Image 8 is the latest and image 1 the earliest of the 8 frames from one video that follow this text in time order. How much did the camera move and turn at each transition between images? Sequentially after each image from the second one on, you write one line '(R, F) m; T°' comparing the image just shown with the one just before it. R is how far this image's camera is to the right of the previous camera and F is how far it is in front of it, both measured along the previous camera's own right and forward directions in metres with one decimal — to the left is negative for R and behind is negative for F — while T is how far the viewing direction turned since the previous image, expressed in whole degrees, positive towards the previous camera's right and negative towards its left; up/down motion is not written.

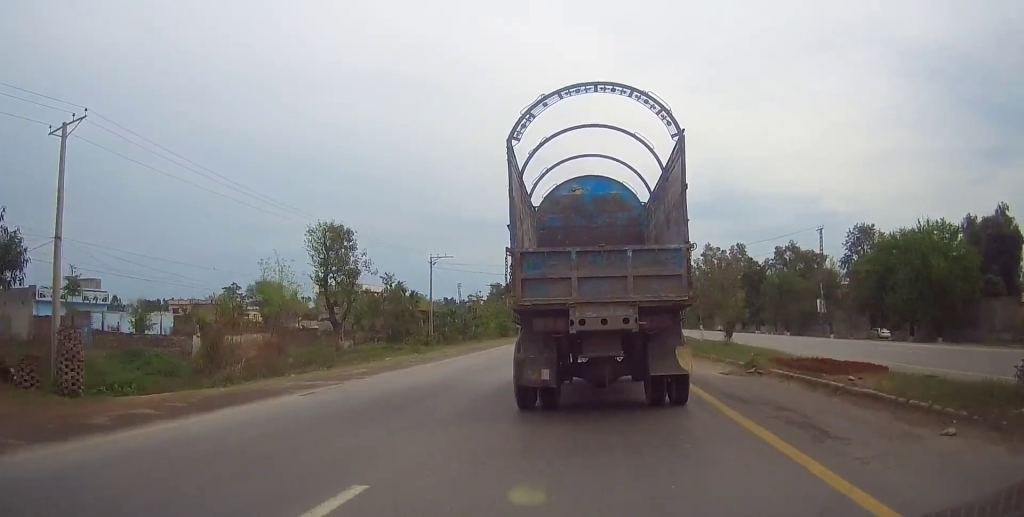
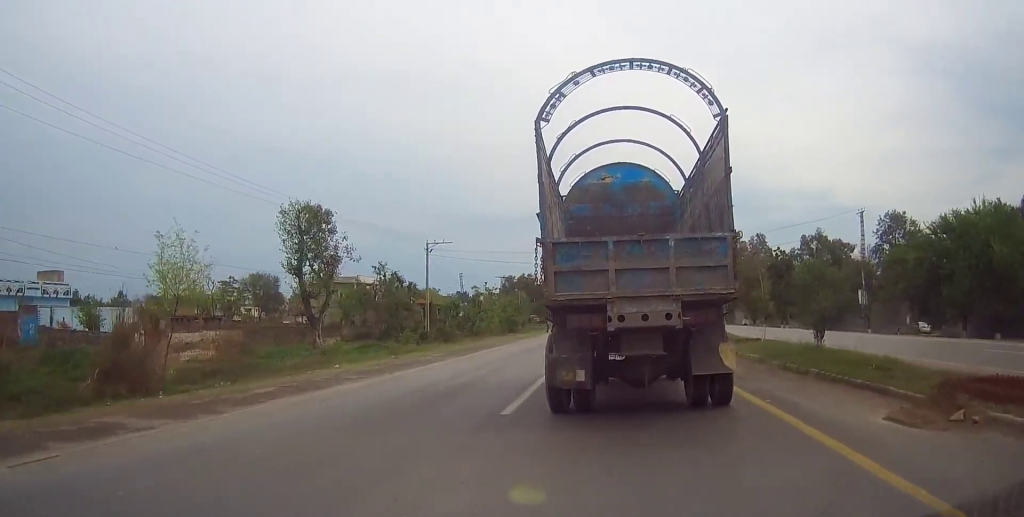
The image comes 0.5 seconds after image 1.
(+0.2, +7.9) m; 0°
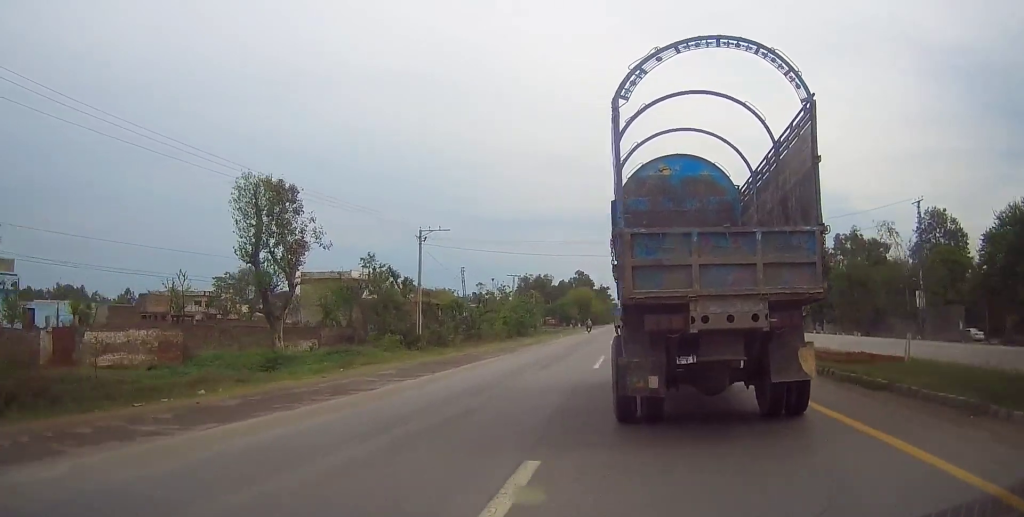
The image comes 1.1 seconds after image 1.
(-0.3, +9.2) m; -1°
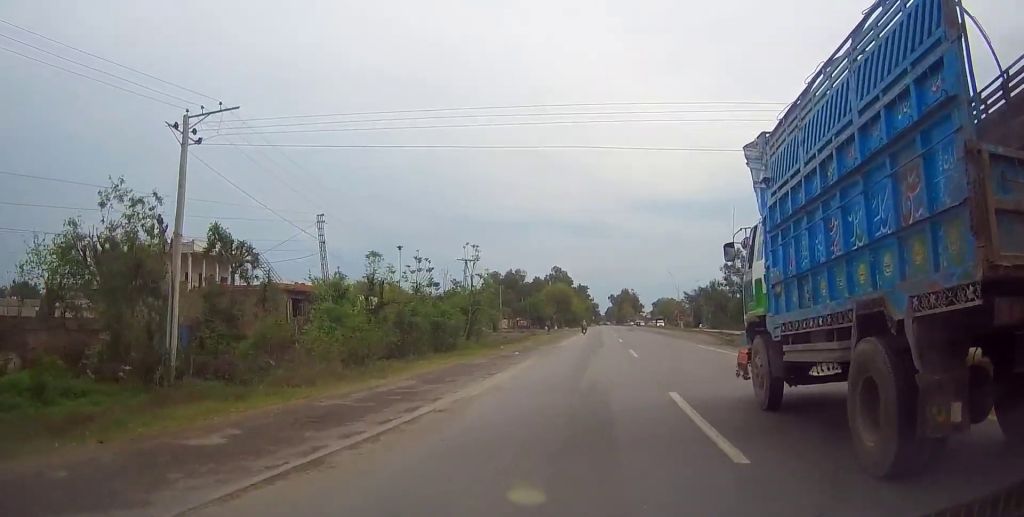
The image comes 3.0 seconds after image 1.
(+0.1, +30.9) m; +2°
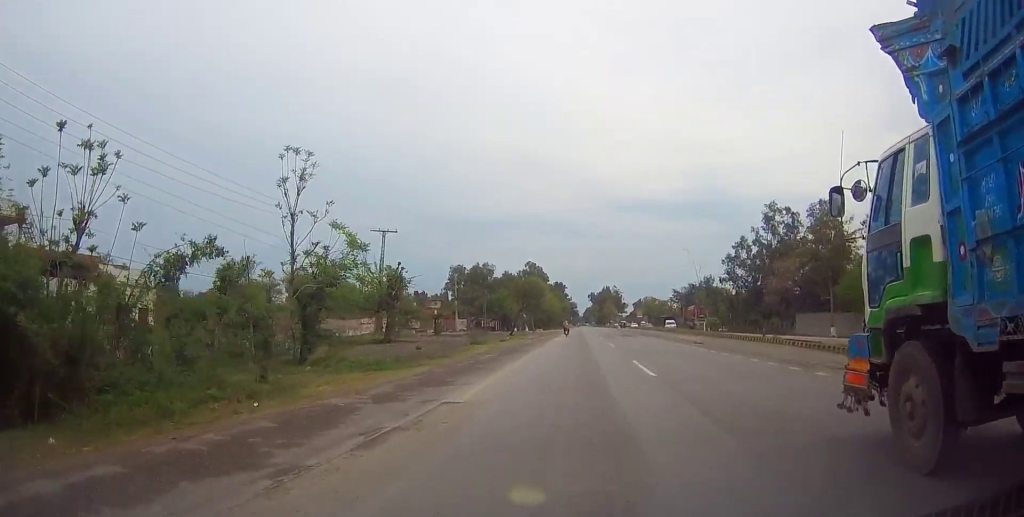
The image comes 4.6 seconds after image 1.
(+0.6, +27.0) m; +2°
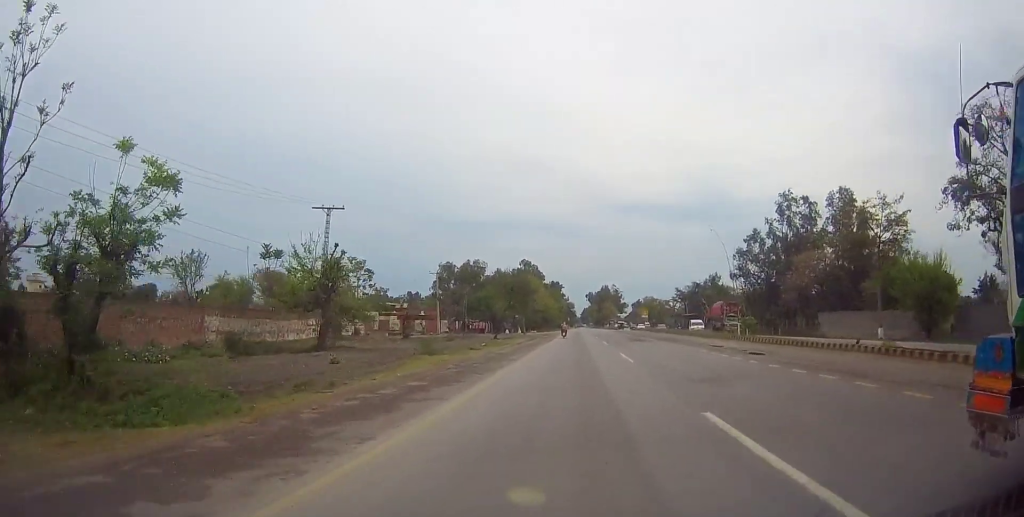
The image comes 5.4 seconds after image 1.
(+0.3, +12.5) m; 0°
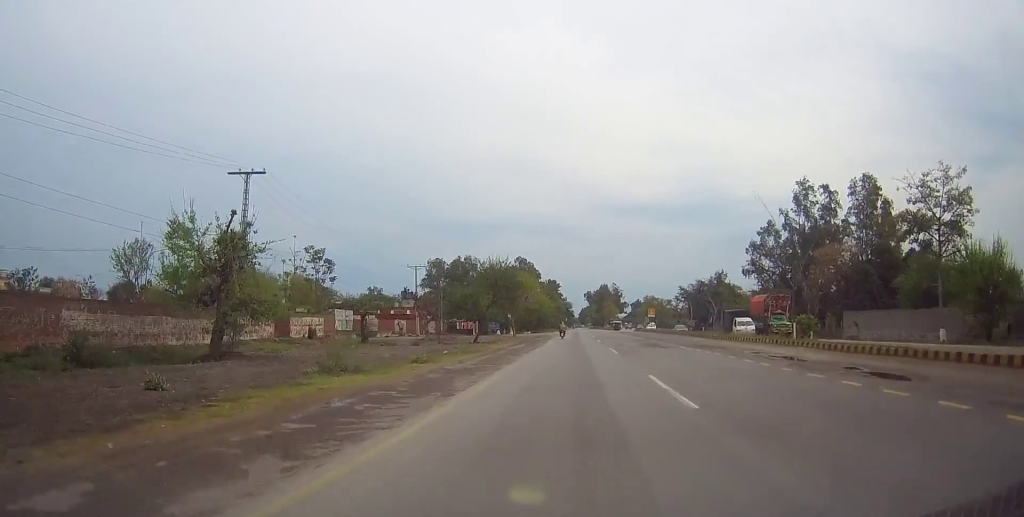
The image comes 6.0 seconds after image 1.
(-0.2, +11.3) m; 0°
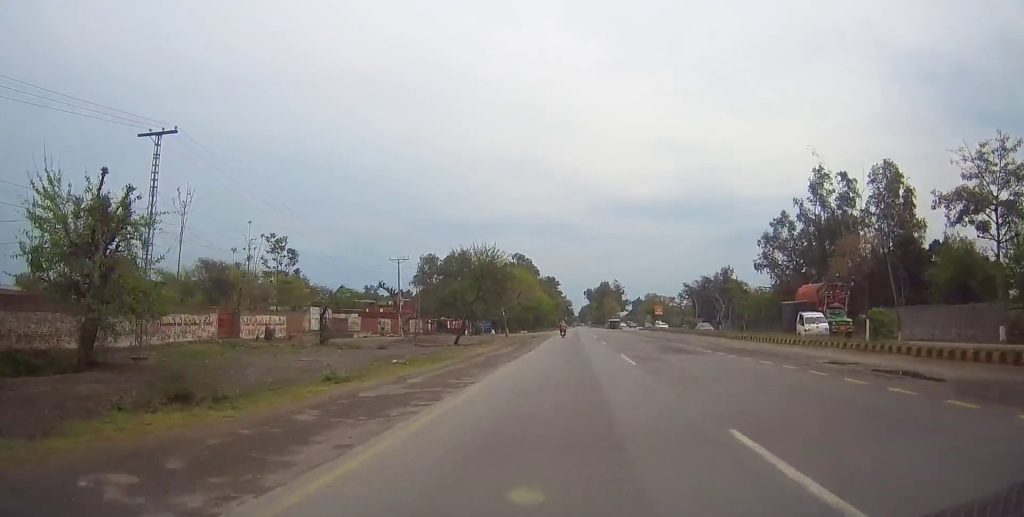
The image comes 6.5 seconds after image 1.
(-0.1, +8.5) m; 0°
